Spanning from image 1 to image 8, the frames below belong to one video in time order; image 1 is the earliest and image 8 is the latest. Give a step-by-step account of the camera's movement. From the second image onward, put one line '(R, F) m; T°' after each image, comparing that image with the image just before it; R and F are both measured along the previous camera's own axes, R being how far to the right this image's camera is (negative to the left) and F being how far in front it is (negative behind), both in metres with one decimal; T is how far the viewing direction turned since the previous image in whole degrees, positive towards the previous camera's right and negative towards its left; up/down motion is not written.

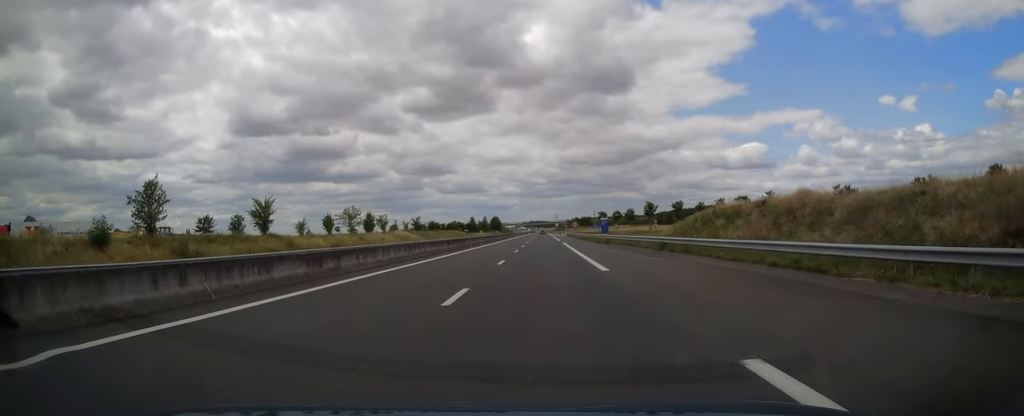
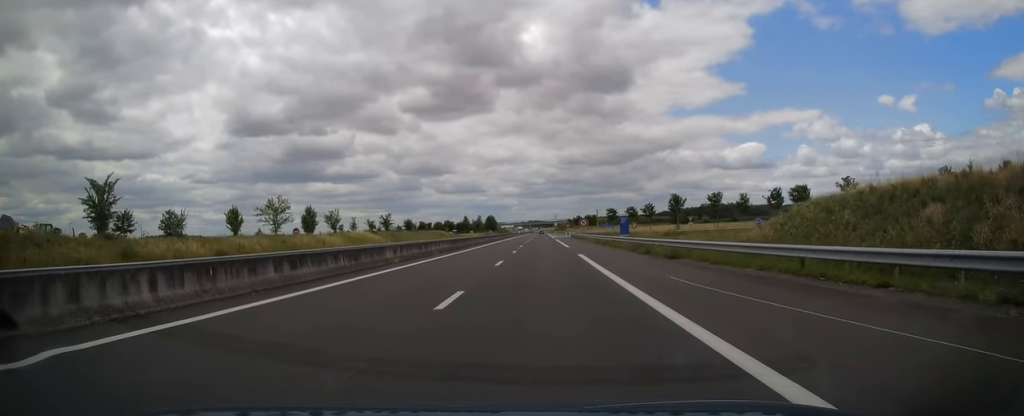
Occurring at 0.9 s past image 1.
(+0.2, +26.4) m; 0°
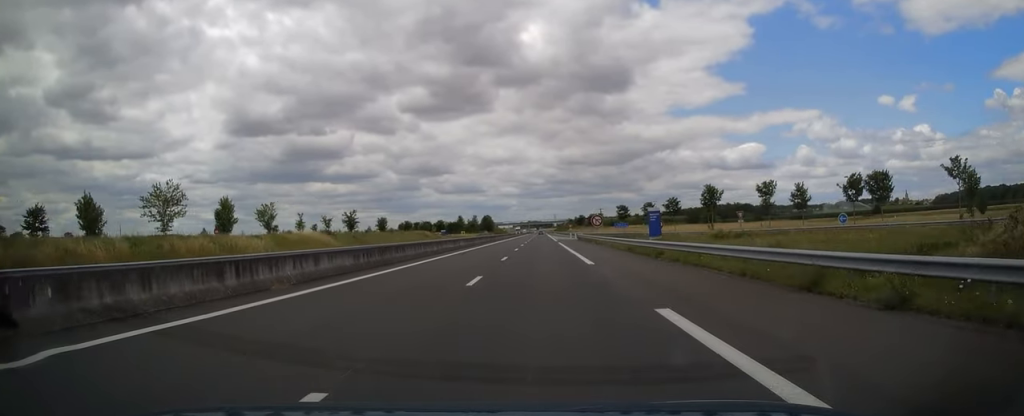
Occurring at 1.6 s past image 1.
(+0.1, +21.5) m; -1°
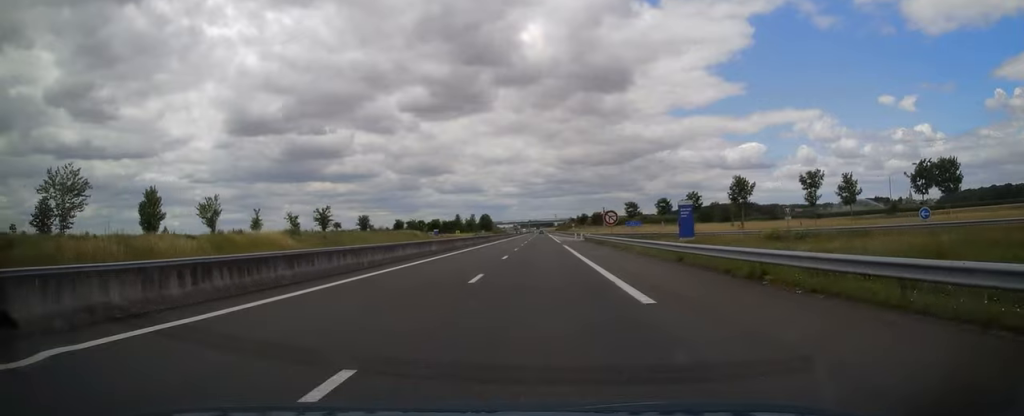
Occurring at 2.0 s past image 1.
(-0.2, +12.2) m; 0°
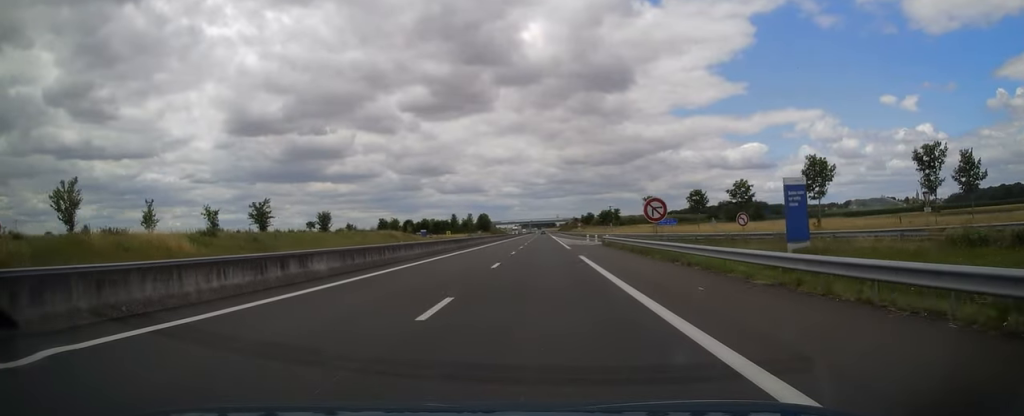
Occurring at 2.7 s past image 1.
(-0.2, +19.6) m; 0°
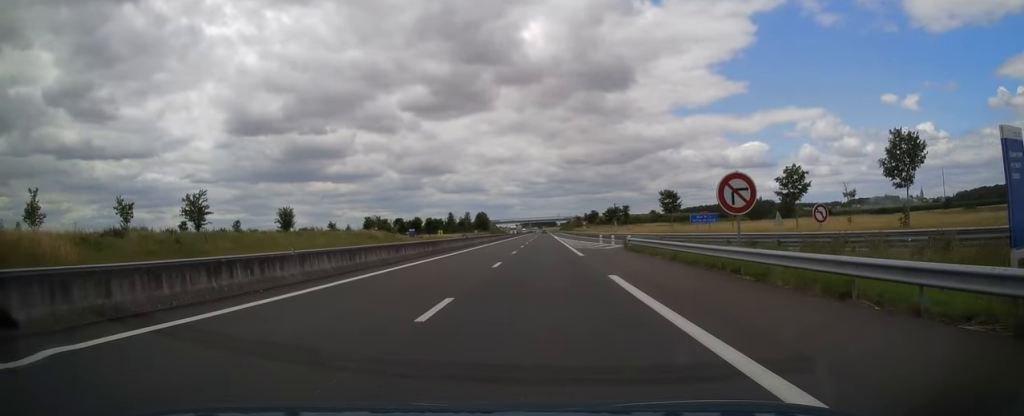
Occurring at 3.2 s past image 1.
(+0.2, +13.2) m; 0°
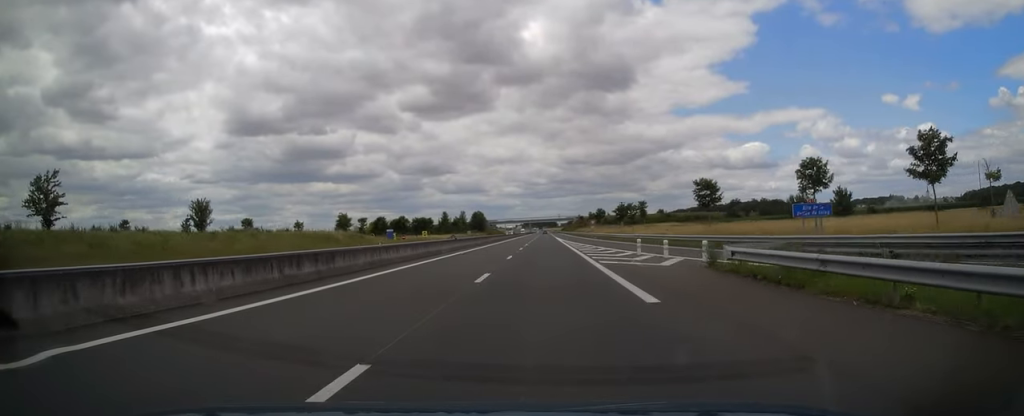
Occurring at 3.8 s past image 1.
(+0.1, +19.1) m; 0°
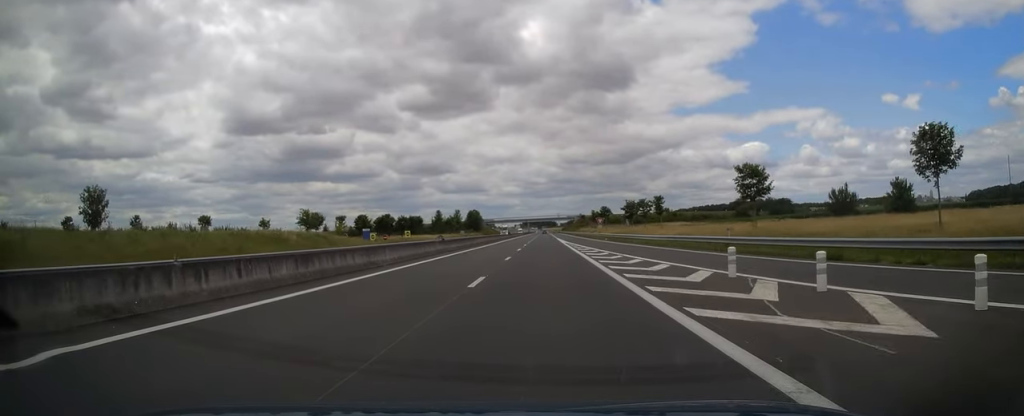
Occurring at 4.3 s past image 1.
(0.0, +14.7) m; 0°
